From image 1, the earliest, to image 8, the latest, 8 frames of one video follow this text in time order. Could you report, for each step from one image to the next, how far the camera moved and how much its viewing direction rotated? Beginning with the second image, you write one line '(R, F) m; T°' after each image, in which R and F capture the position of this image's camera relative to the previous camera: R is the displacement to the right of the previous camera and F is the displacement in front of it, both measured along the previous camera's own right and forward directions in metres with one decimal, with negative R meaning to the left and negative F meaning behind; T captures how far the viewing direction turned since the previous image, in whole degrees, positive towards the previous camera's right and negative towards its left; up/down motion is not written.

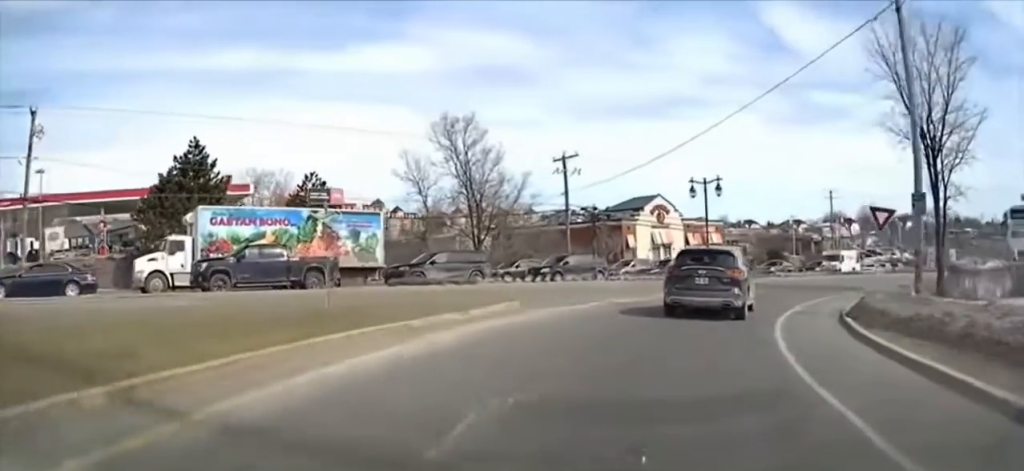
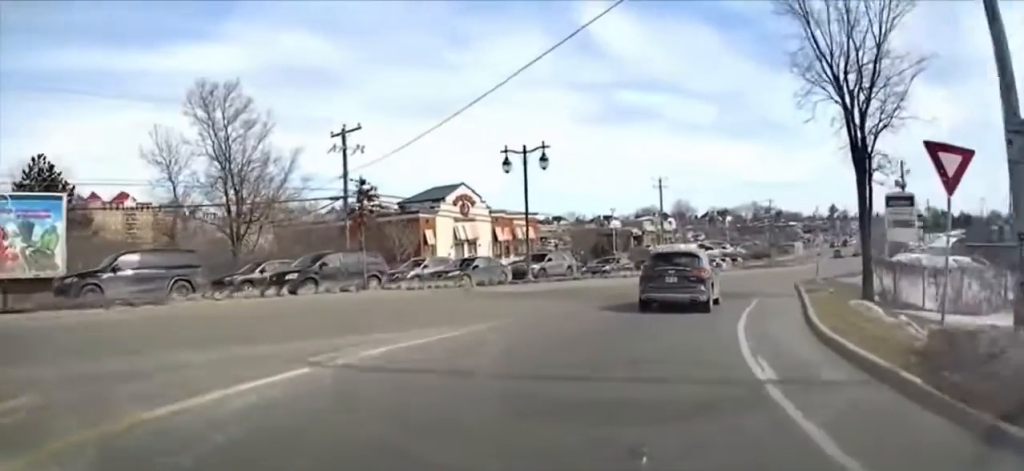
(+0.7, +12.1) m; +7°
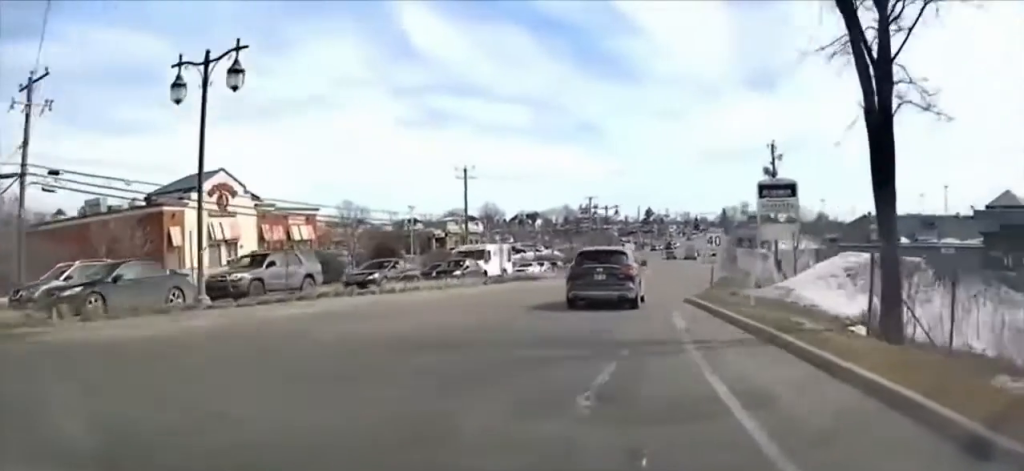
(+1.9, +14.5) m; +11°
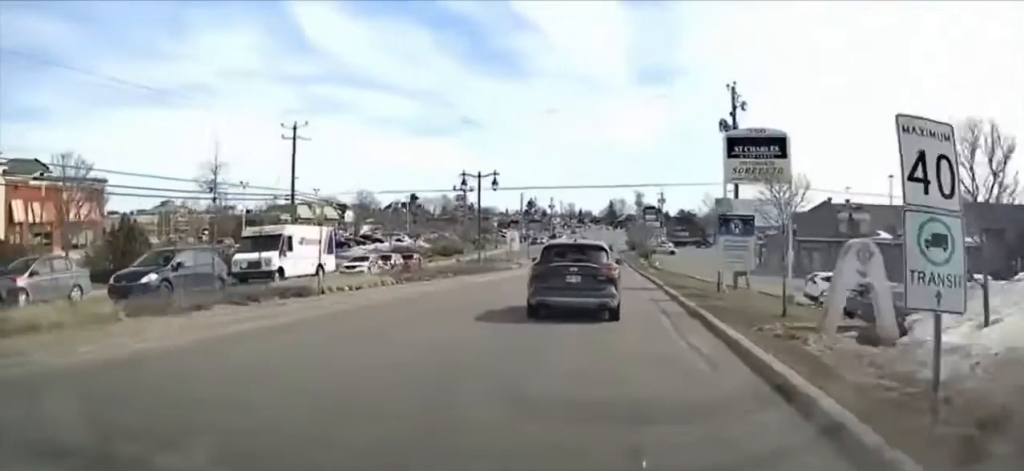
(+2.0, +19.8) m; +15°
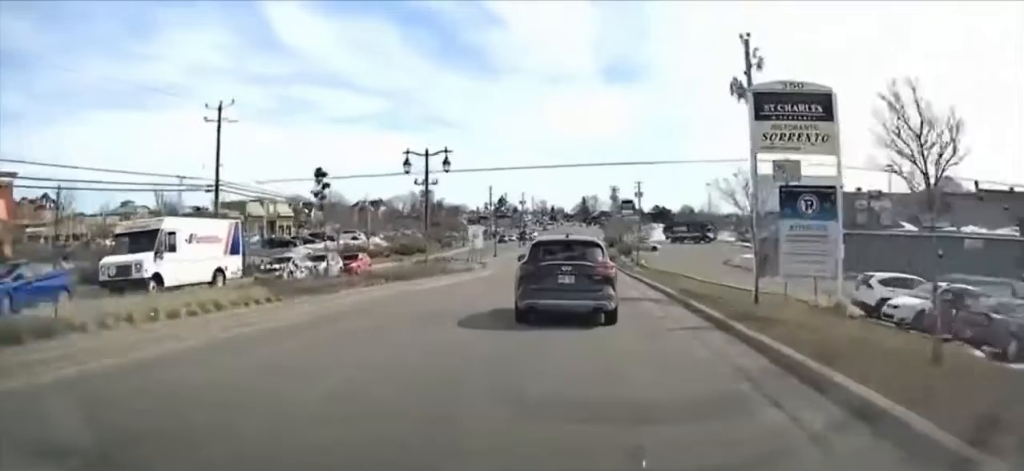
(+1.4, +8.9) m; +5°
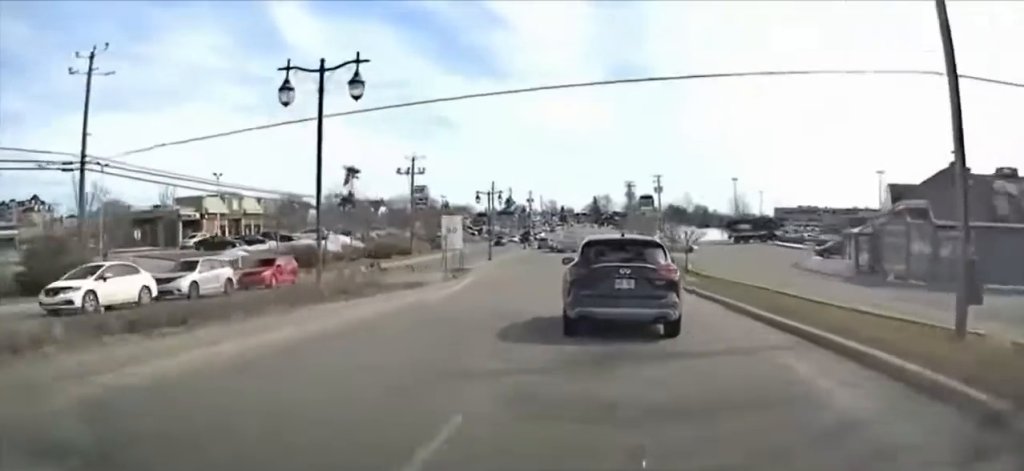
(-0.2, +16.6) m; -4°
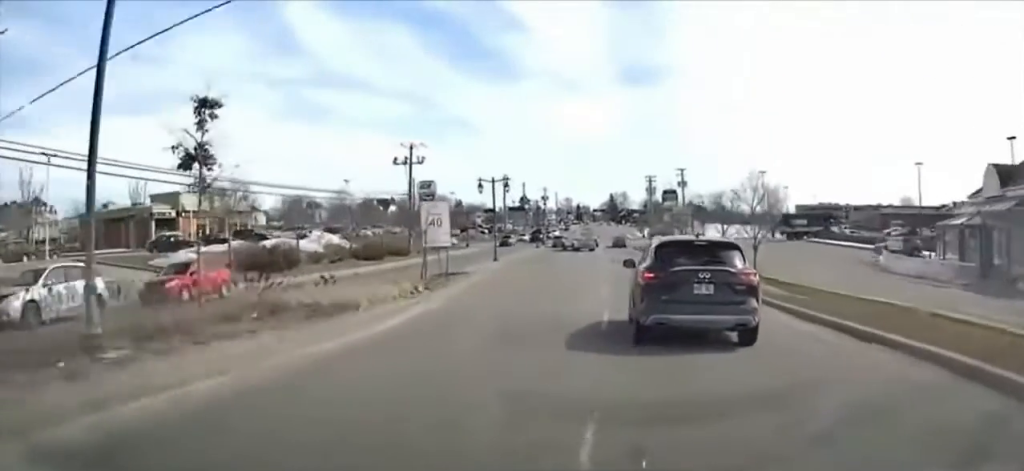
(-0.4, +9.2) m; -1°
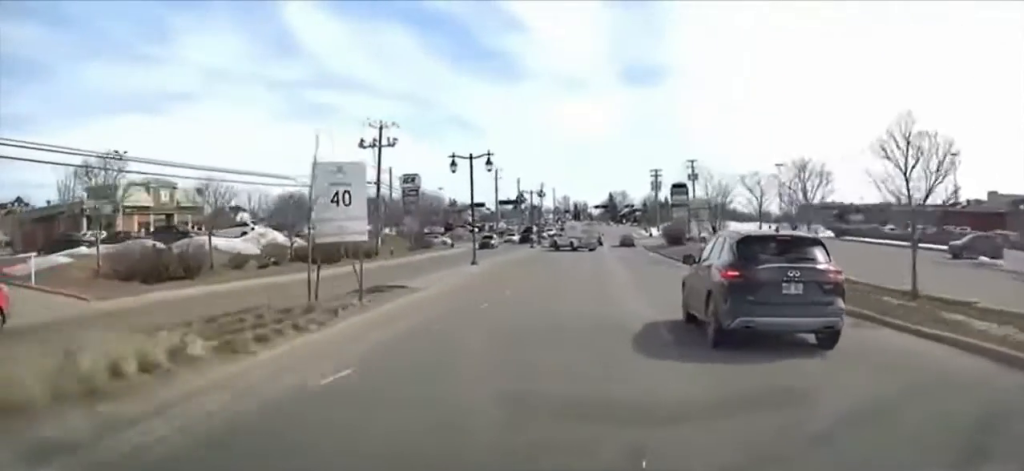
(-0.4, +13.3) m; +1°
